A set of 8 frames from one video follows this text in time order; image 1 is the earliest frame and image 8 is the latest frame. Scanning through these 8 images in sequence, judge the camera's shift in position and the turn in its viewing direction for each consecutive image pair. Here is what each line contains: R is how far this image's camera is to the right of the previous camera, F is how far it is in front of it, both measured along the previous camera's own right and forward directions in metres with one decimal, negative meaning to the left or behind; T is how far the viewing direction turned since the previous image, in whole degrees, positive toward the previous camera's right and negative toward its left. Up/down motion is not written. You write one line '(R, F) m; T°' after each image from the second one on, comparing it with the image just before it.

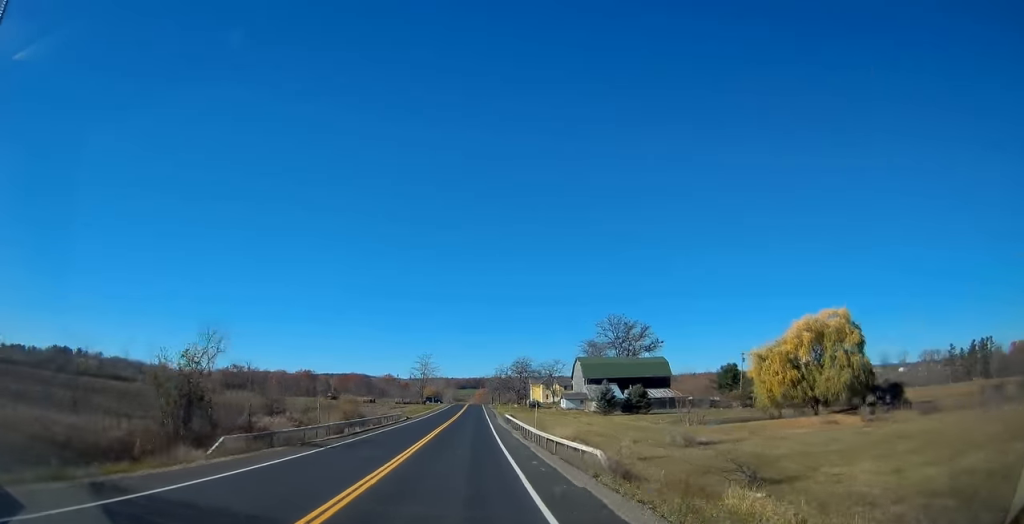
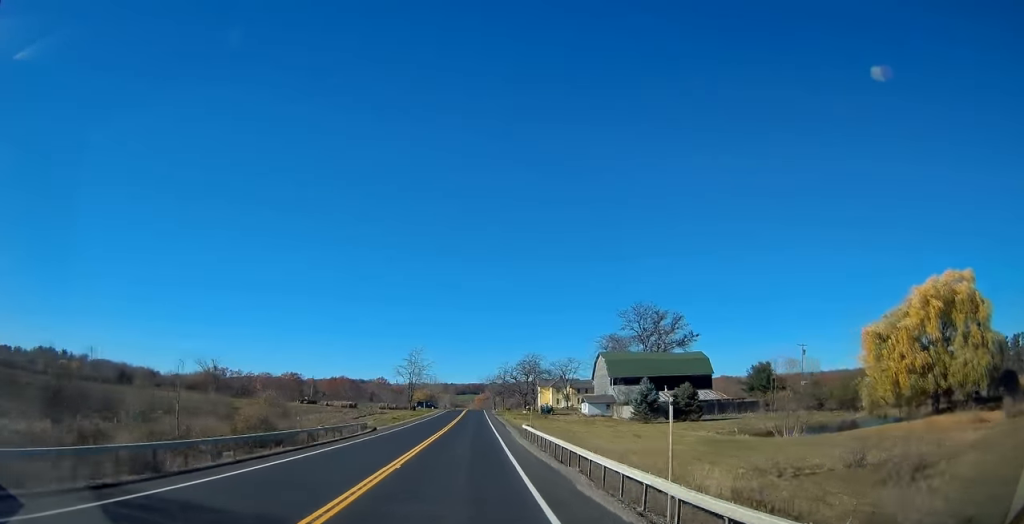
(-0.4, +22.7) m; 0°
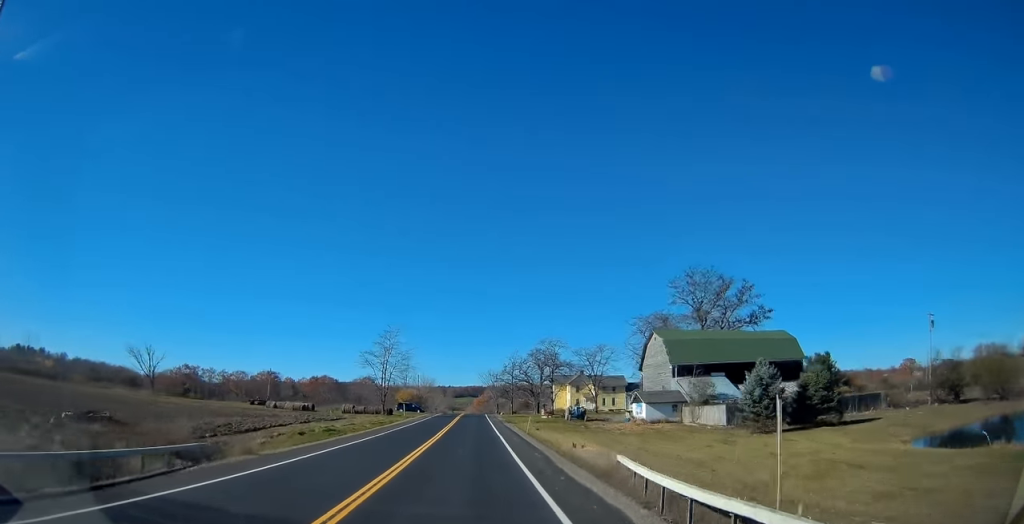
(+0.5, +31.2) m; +1°
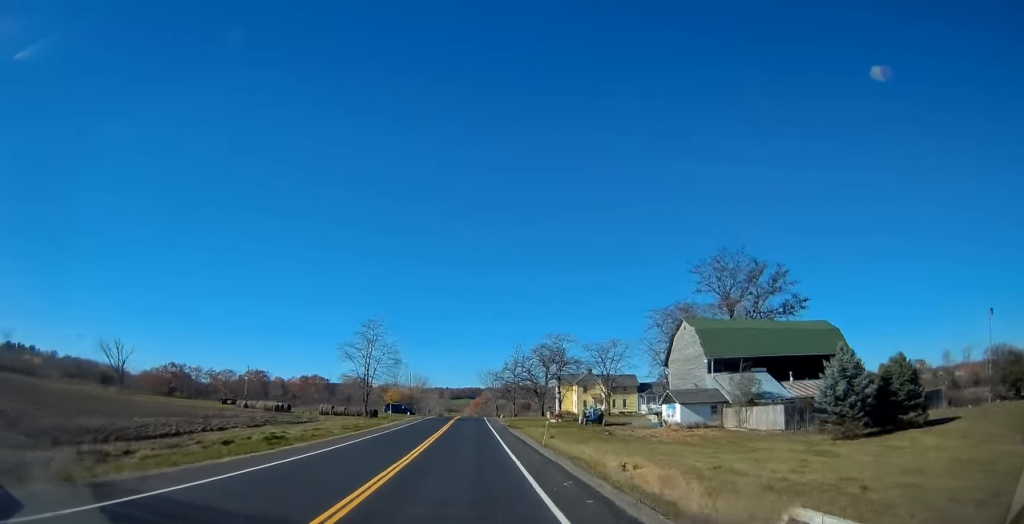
(0.0, +10.9) m; 0°
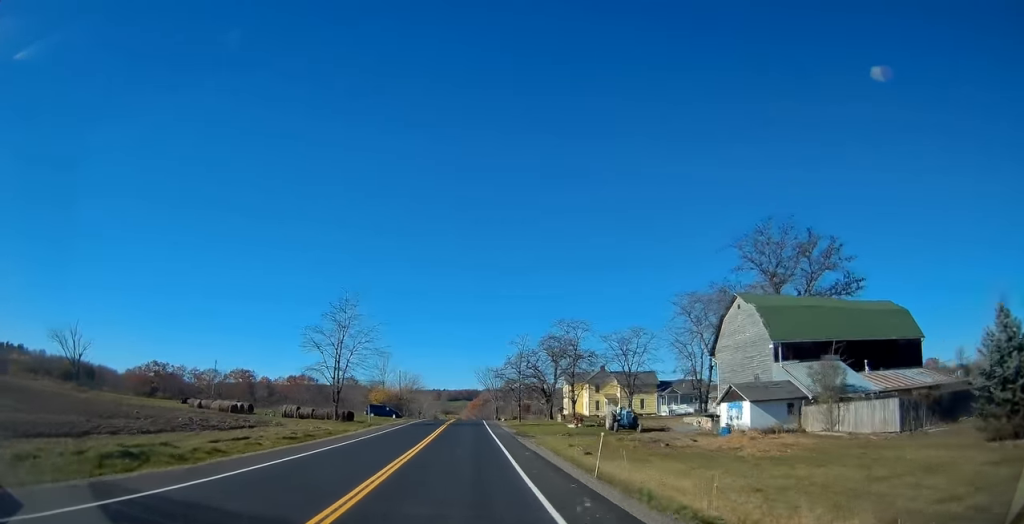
(0.0, +13.4) m; 0°
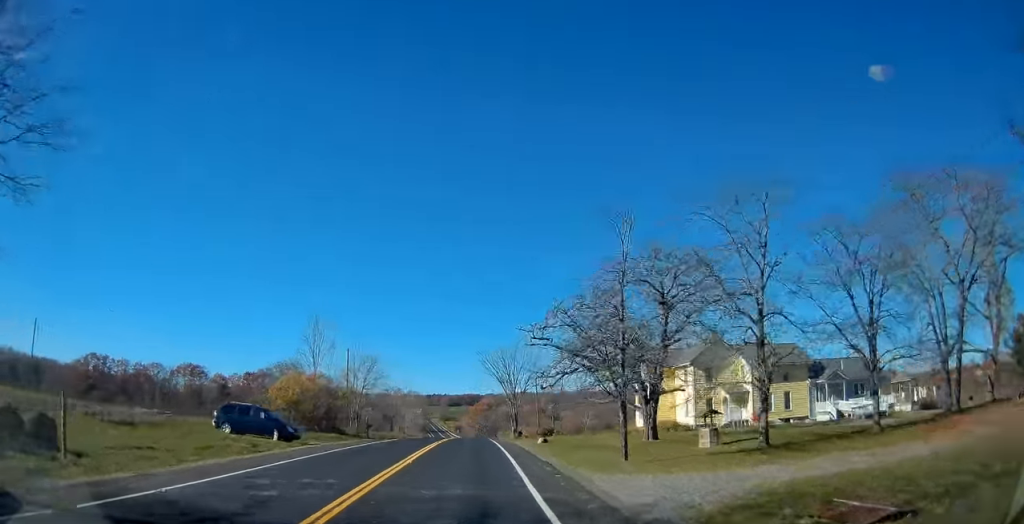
(0.0, +46.8) m; -1°
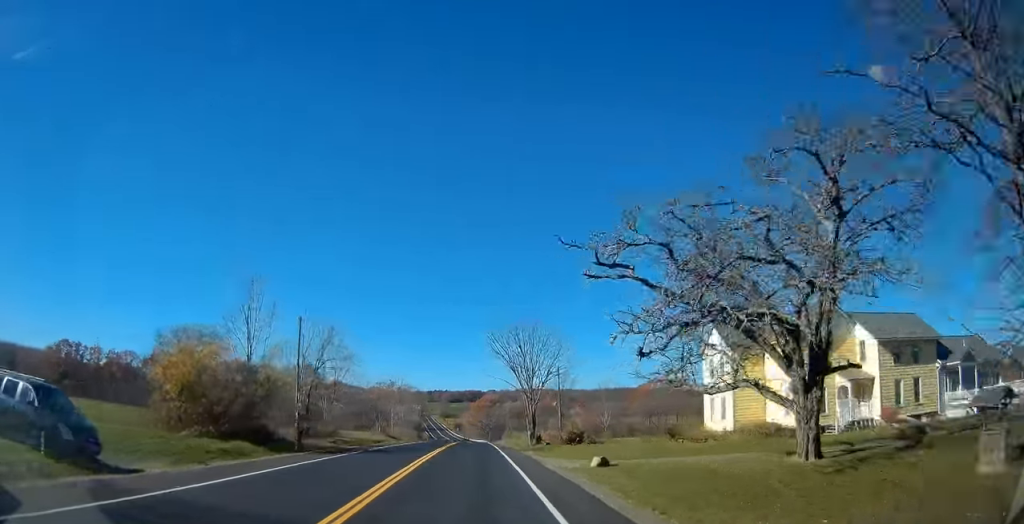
(-0.3, +18.2) m; 0°
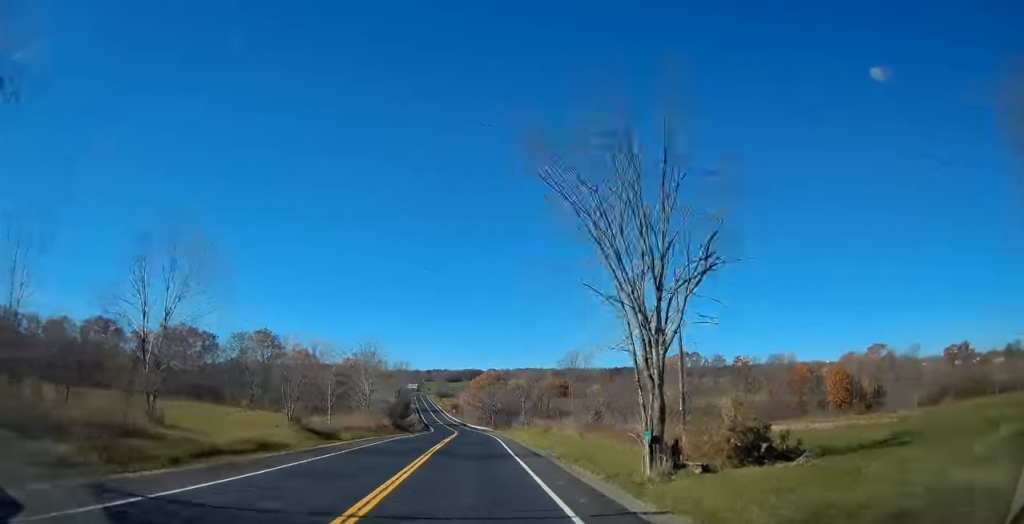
(+0.4, +34.0) m; +1°
